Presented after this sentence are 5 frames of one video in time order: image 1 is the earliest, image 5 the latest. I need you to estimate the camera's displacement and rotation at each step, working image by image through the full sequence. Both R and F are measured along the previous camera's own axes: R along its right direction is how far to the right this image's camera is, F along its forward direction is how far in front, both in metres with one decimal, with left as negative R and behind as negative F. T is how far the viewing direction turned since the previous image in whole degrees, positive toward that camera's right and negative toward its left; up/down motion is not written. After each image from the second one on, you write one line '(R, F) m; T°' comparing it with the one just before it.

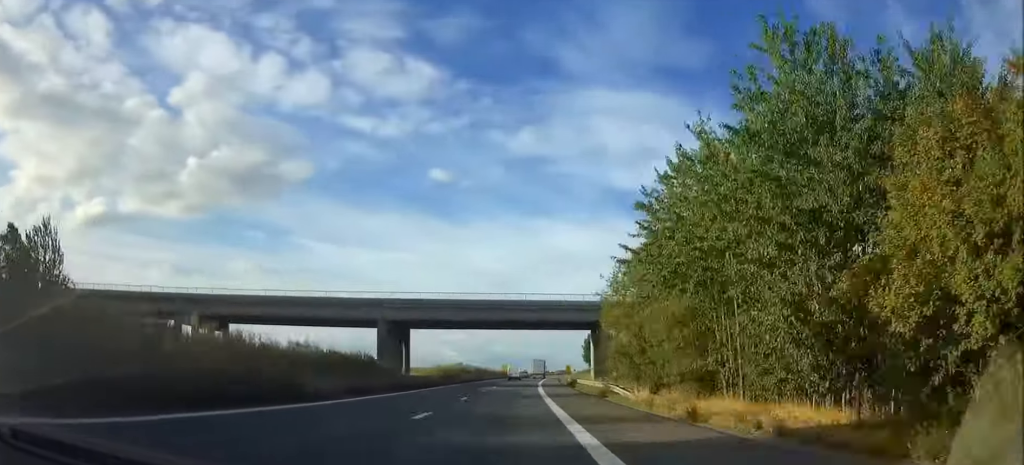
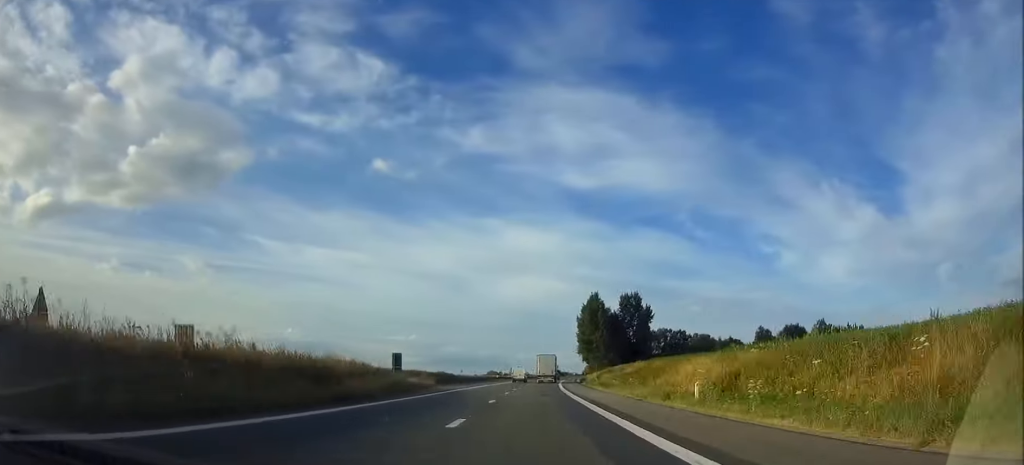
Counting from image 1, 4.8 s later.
(+5.7, +163.3) m; +4°
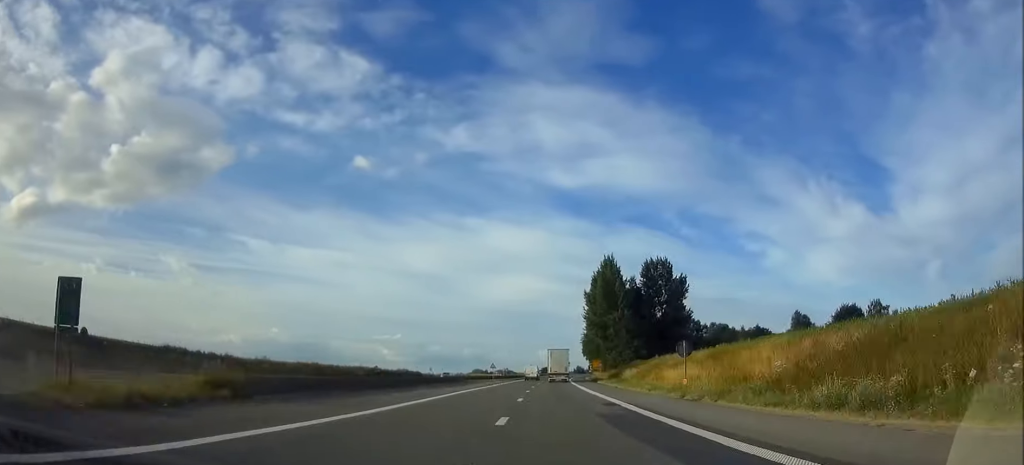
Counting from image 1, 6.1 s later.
(+0.6, +45.5) m; +2°
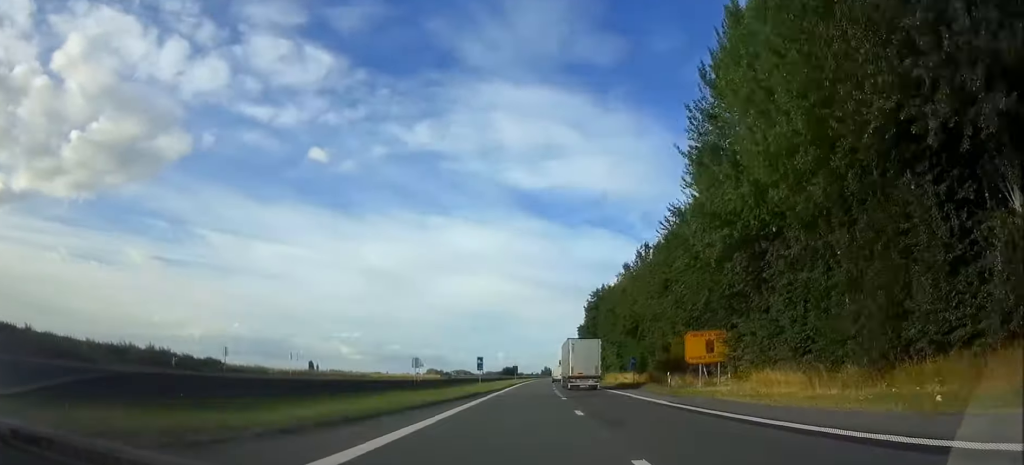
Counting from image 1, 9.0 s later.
(+3.2, +97.6) m; +4°
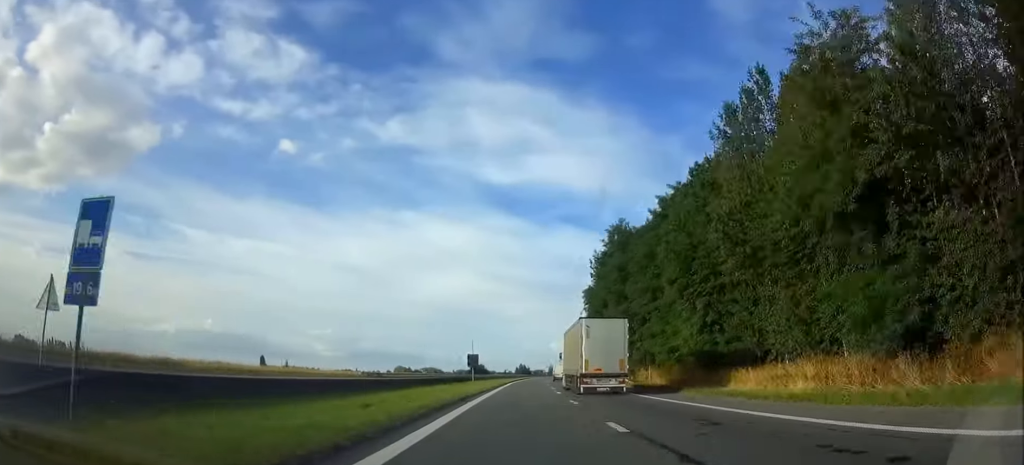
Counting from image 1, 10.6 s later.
(+1.0, +54.4) m; +2°
